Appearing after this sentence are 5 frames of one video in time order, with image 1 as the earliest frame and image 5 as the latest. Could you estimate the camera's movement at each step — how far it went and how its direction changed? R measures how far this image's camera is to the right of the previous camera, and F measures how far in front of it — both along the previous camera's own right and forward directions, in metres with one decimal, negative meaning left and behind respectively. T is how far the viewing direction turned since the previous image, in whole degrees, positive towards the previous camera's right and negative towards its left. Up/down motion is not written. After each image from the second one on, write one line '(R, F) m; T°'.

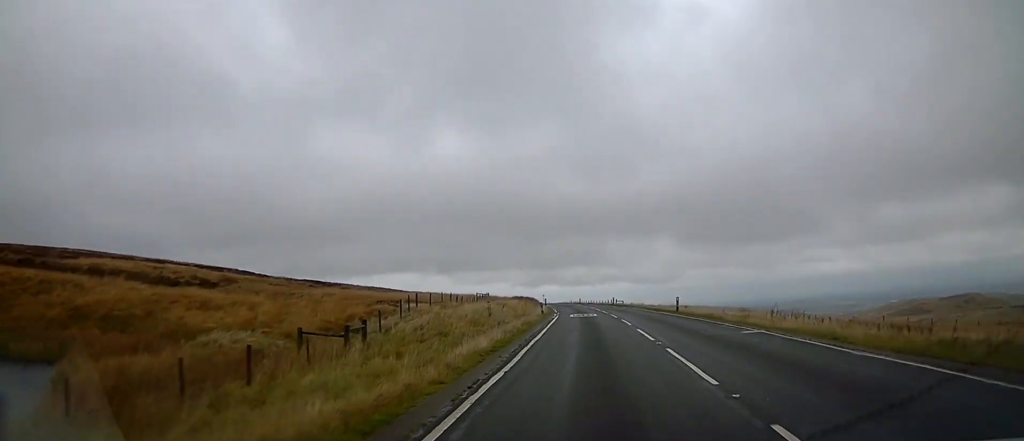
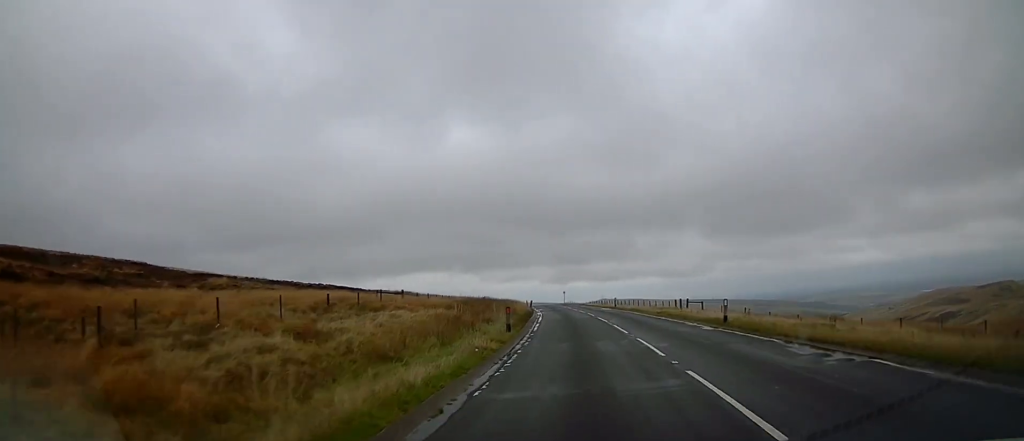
(-0.2, +41.7) m; -2°
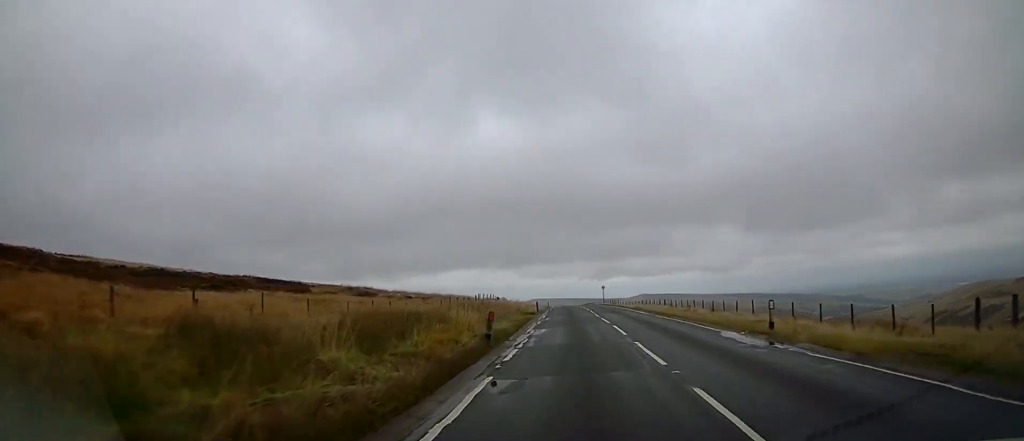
(-1.2, +33.7) m; -4°
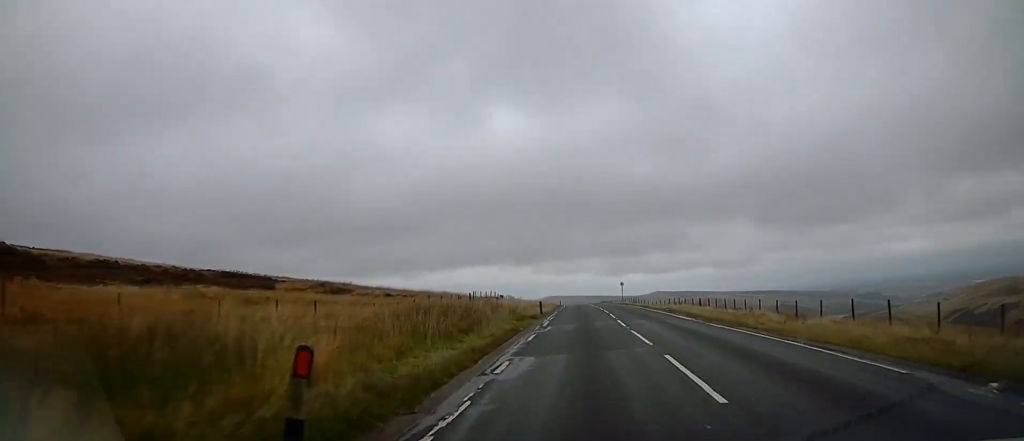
(-0.2, +10.0) m; -1°
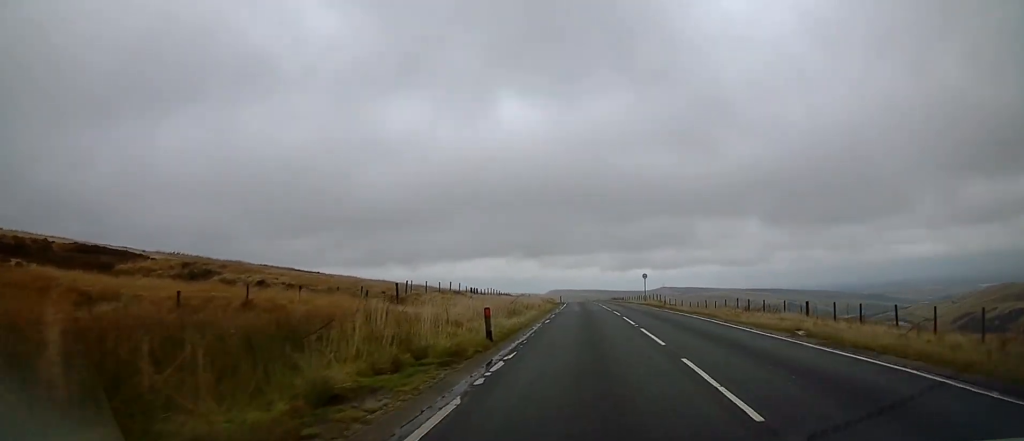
(-0.3, +20.1) m; -1°
